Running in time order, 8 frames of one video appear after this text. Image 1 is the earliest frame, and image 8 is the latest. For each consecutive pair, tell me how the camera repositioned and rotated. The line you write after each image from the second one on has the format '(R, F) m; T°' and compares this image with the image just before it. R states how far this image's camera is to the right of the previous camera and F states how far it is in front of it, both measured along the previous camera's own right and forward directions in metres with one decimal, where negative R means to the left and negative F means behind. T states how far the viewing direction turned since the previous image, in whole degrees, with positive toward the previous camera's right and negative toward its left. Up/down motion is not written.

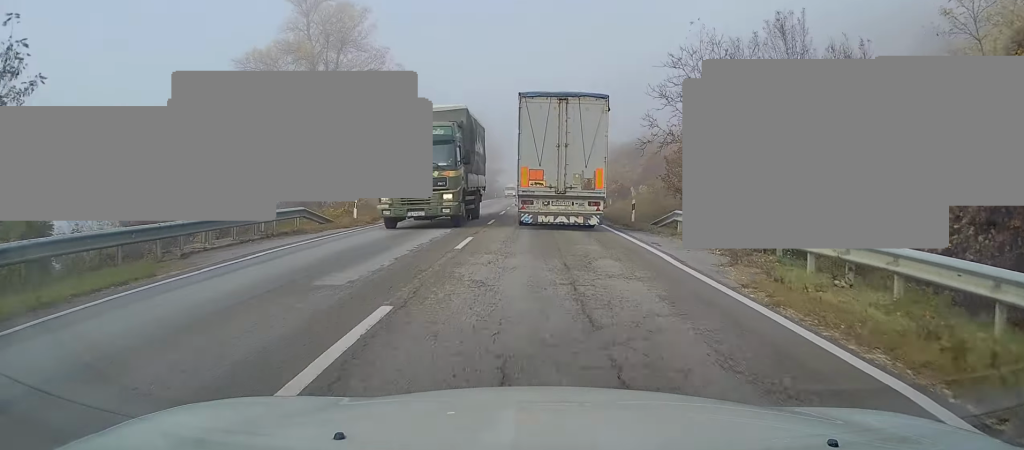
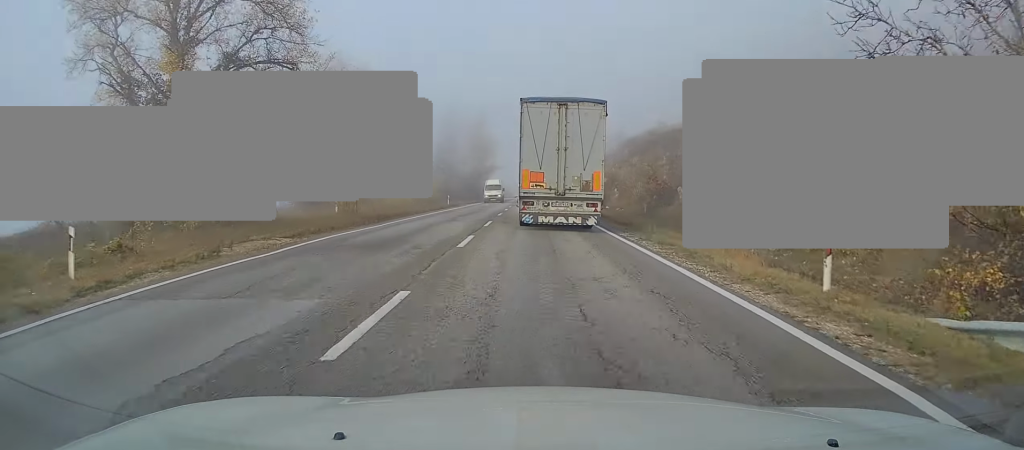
(0.0, +16.4) m; -2°
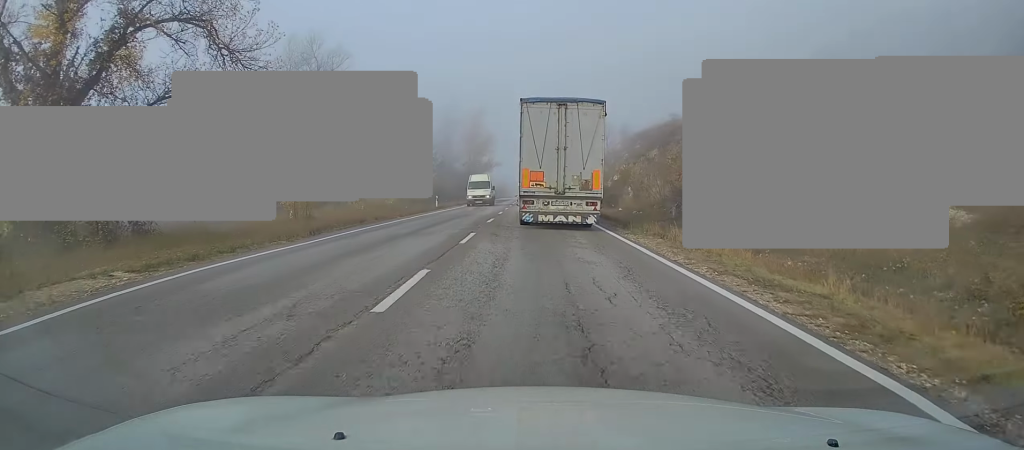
(-0.1, +6.8) m; -1°
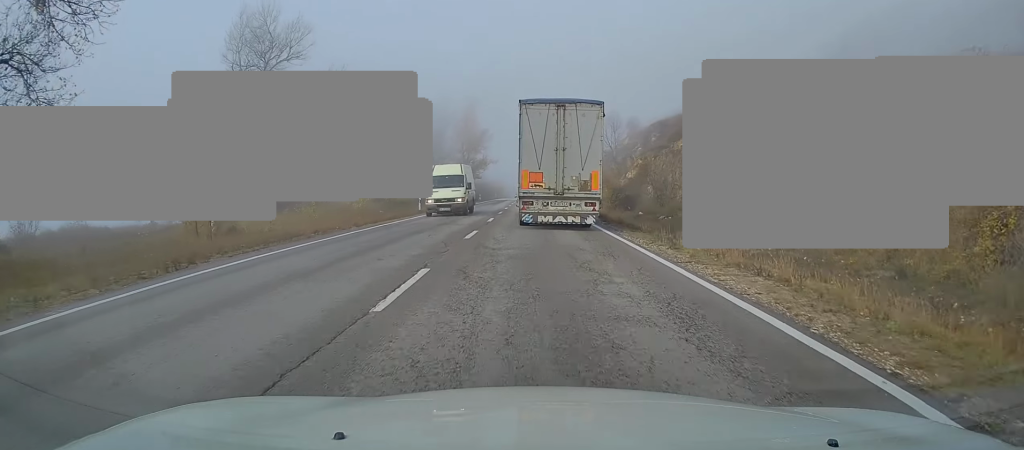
(-0.2, +7.3) m; 0°
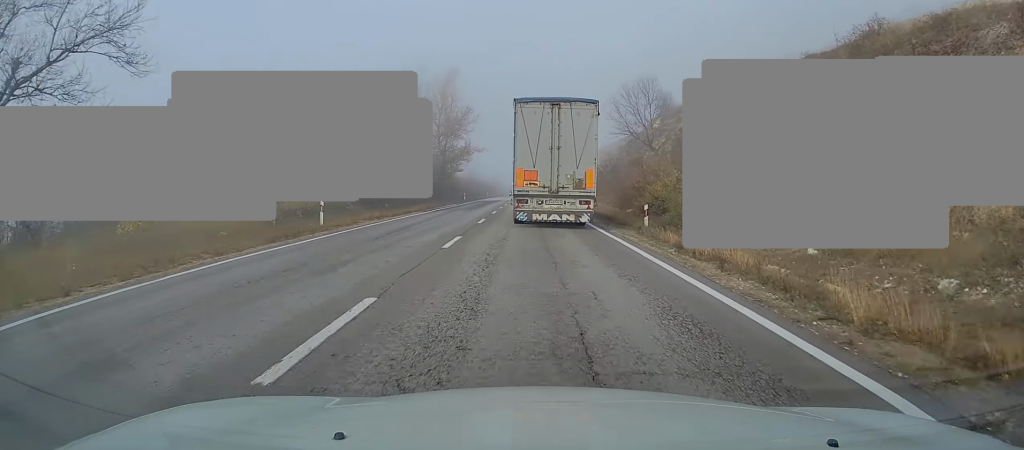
(+0.4, +20.2) m; +2°
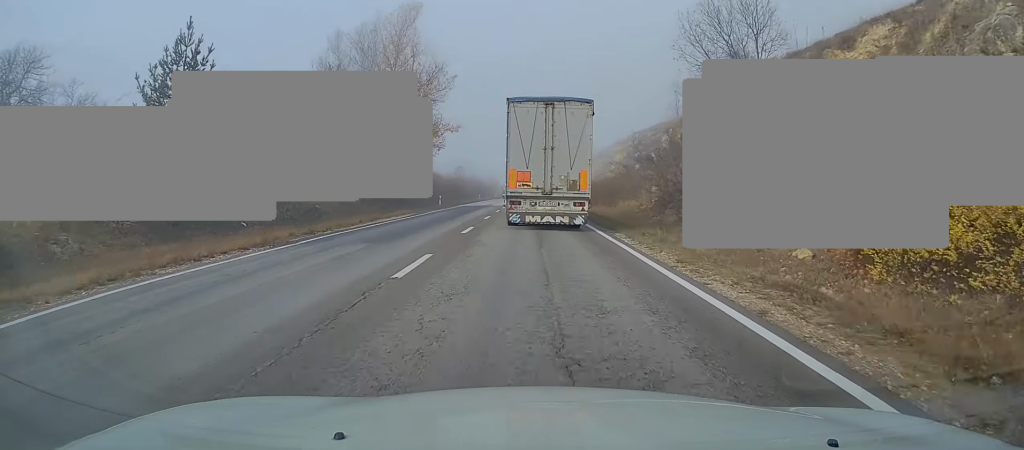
(0.0, +22.7) m; 0°
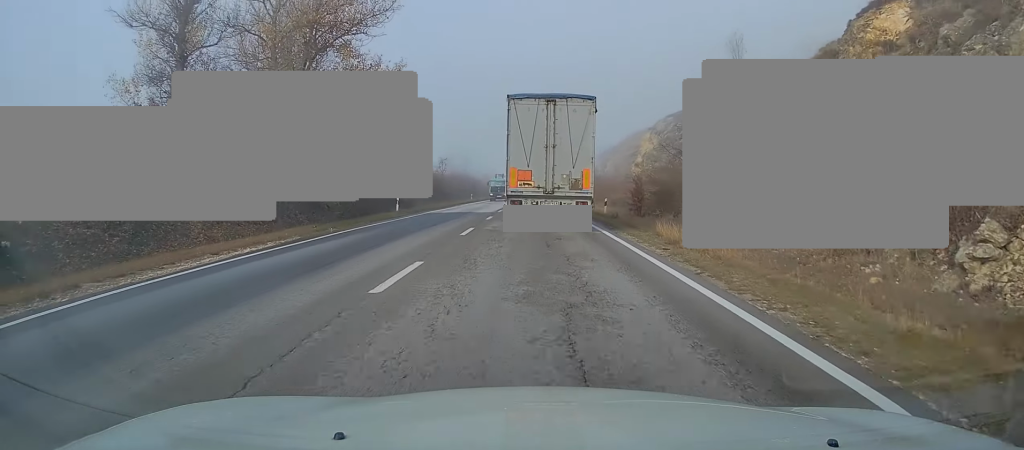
(0.0, +19.4) m; 0°
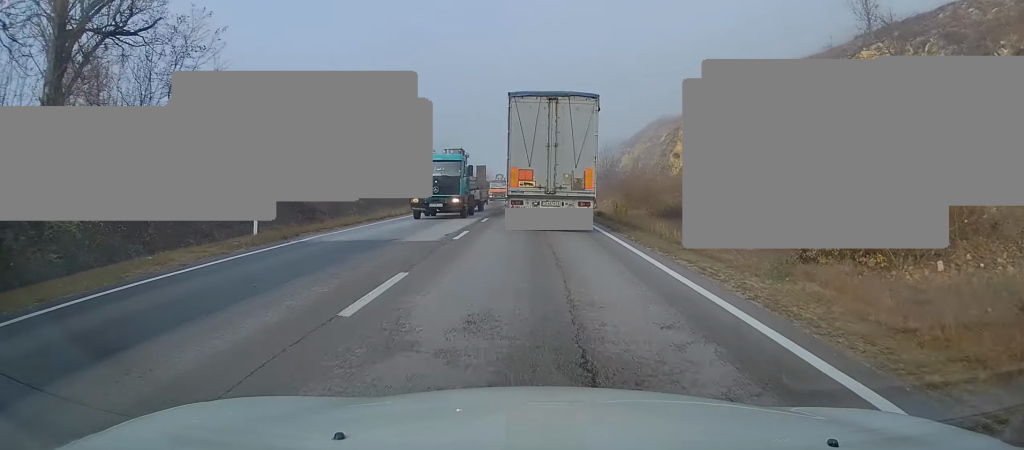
(0.0, +19.5) m; 0°
